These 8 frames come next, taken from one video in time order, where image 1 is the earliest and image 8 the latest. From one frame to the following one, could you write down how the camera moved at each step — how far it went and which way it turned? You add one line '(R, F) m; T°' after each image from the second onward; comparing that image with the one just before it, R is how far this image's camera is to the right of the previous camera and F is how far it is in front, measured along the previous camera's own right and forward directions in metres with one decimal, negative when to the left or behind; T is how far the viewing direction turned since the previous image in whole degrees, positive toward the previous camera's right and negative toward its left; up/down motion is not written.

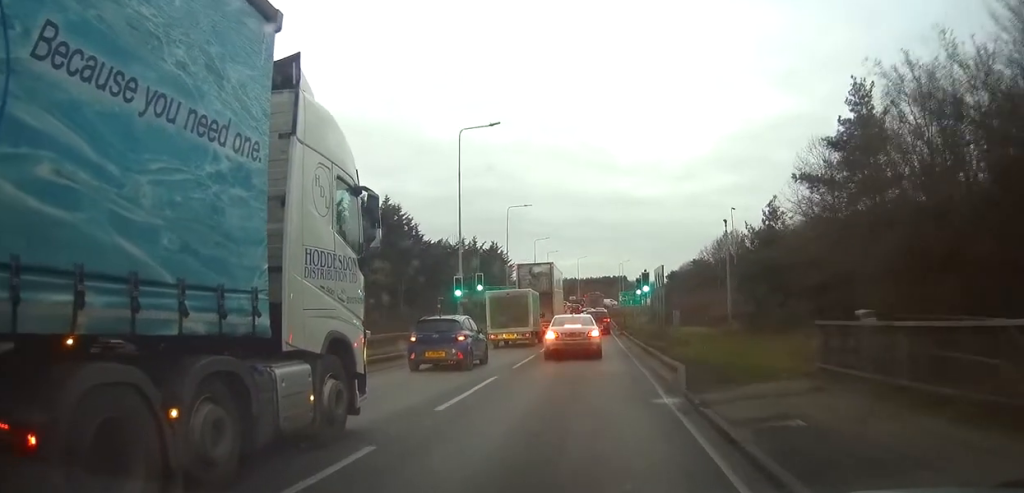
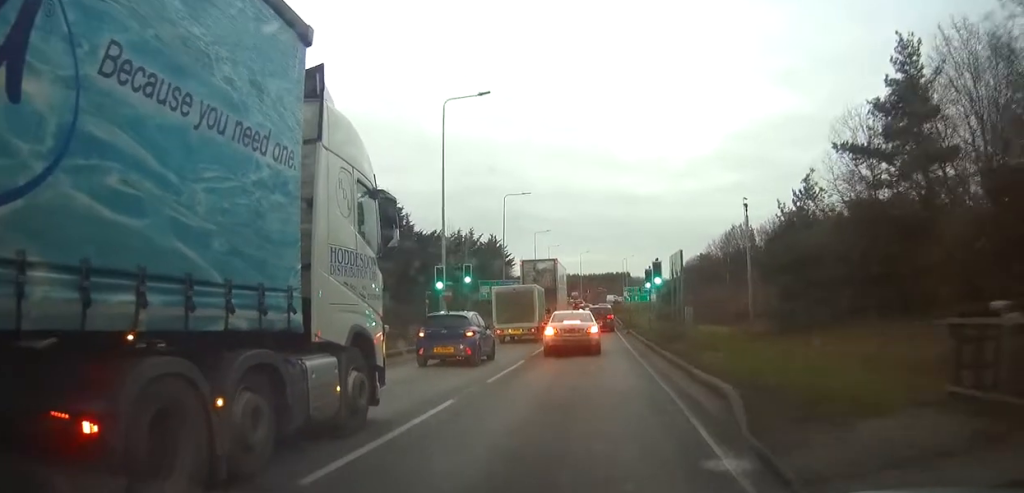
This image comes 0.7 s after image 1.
(+0.1, +5.1) m; 0°
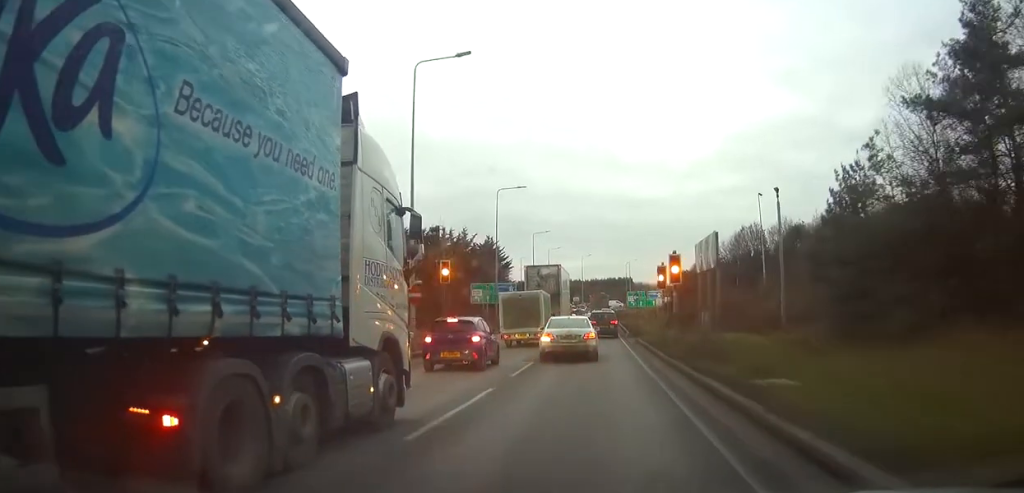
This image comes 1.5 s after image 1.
(-0.1, +6.2) m; 0°
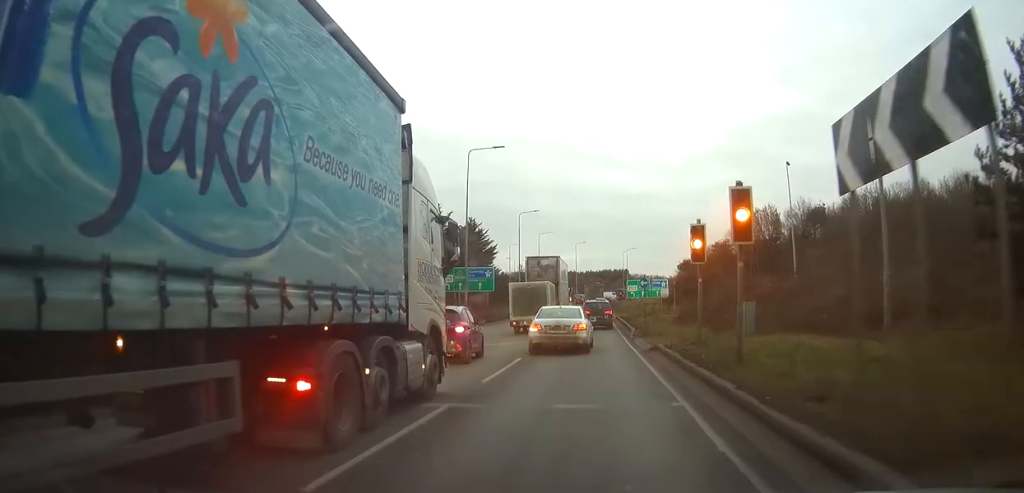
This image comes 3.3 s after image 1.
(0.0, +9.9) m; -4°
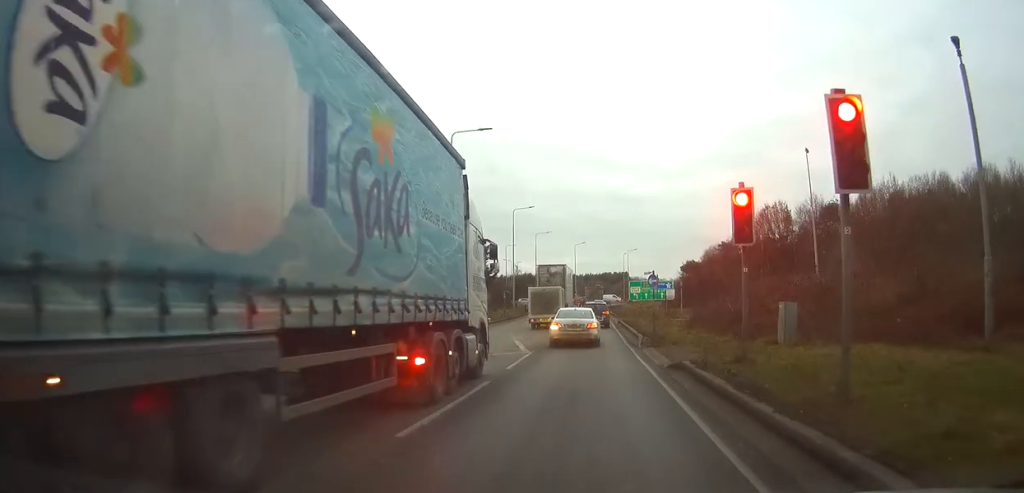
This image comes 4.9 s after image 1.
(-0.4, +3.3) m; -3°
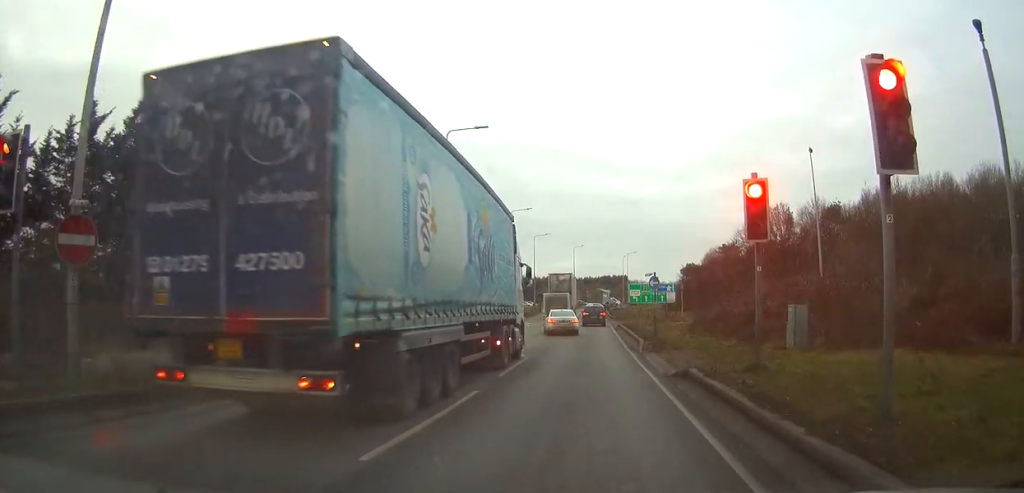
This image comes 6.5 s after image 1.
(-0.1, +0.4) m; 0°
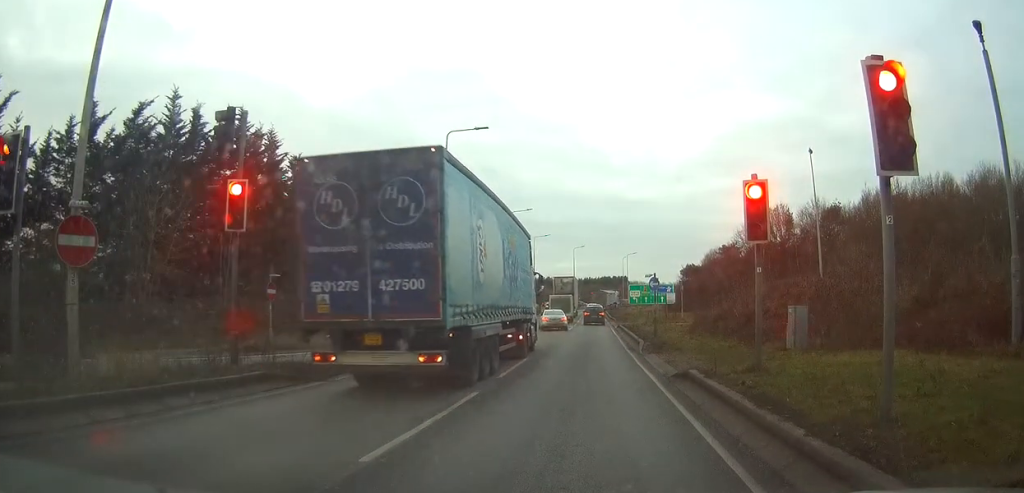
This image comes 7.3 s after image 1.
(0.0, 0.0) m; 0°
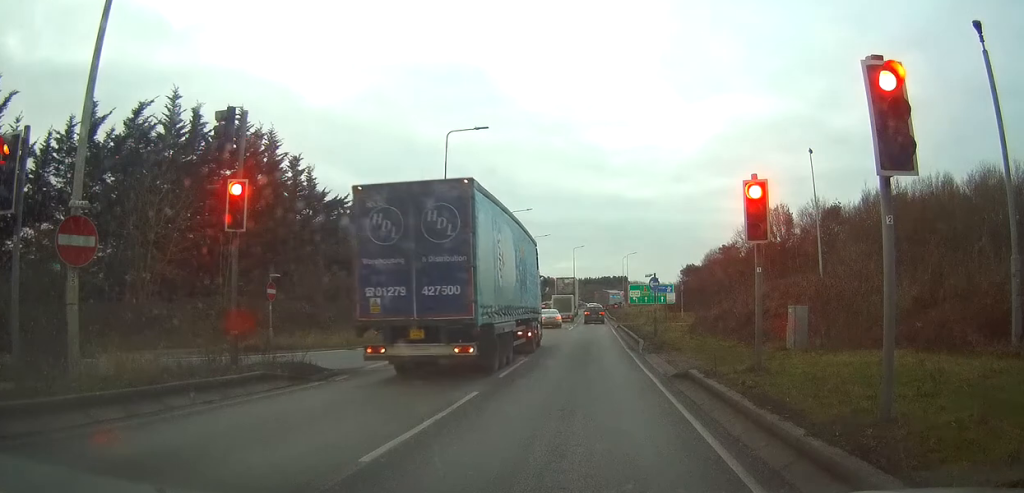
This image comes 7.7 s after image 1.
(0.0, 0.0) m; 0°
